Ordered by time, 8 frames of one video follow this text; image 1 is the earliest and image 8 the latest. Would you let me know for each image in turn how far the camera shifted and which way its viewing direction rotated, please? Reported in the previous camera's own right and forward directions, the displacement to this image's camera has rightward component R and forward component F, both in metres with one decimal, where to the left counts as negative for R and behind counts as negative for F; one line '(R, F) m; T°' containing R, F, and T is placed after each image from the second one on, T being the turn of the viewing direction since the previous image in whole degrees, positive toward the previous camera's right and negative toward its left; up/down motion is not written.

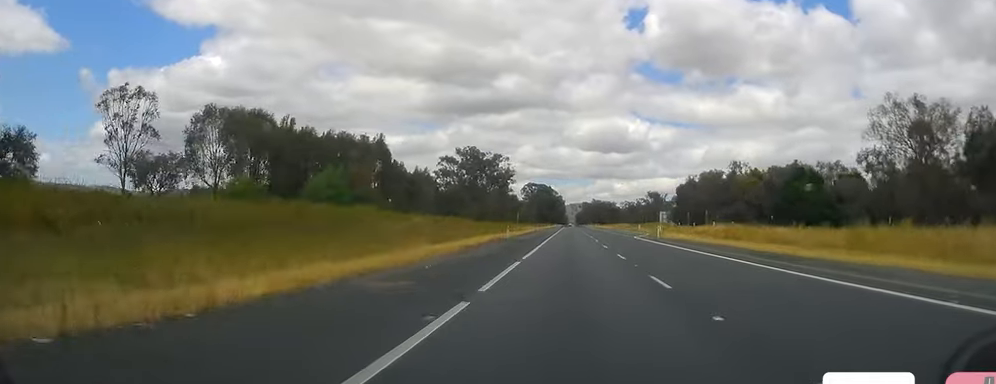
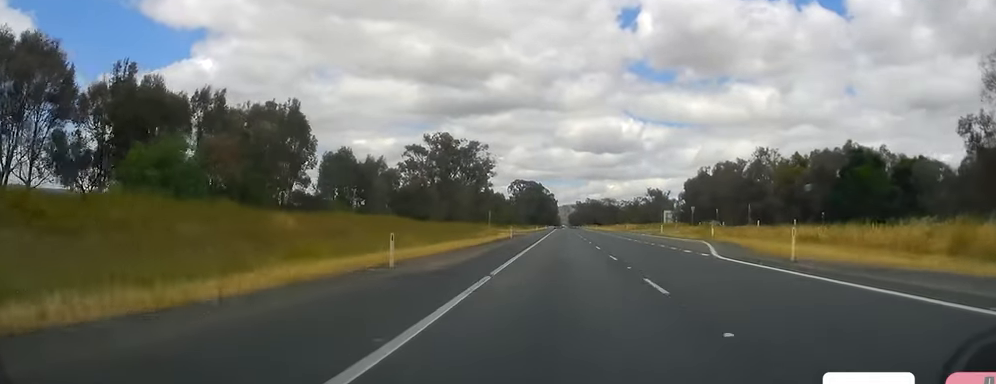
(+0.5, +37.4) m; +1°
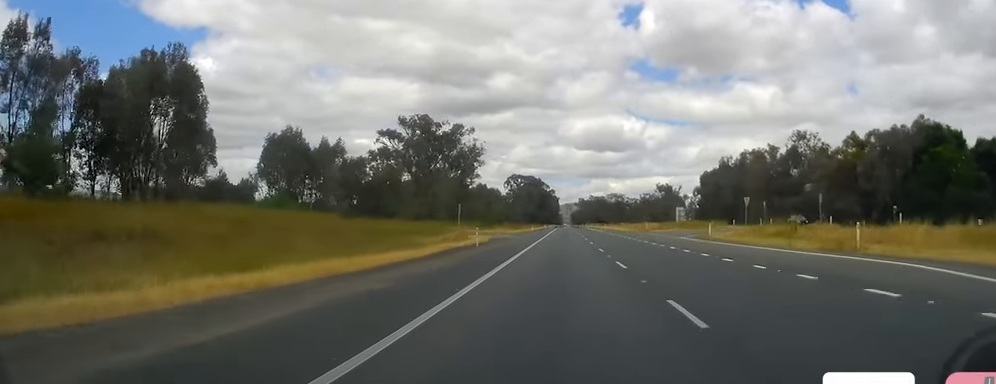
(+0.2, +28.3) m; -1°
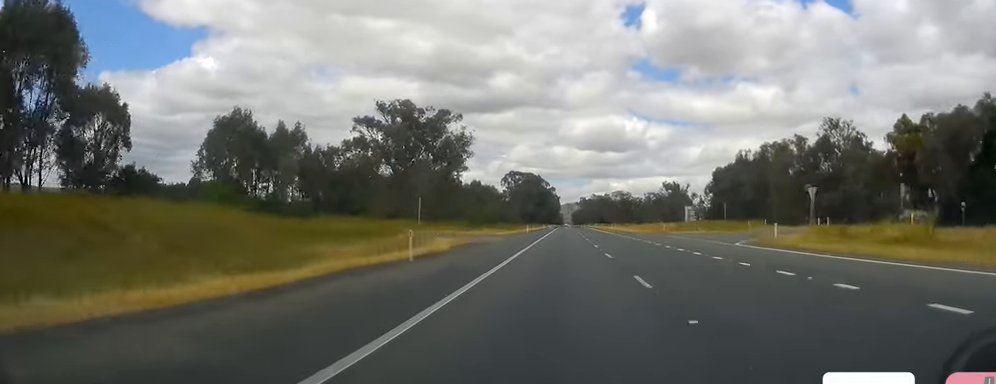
(-0.5, +18.5) m; 0°
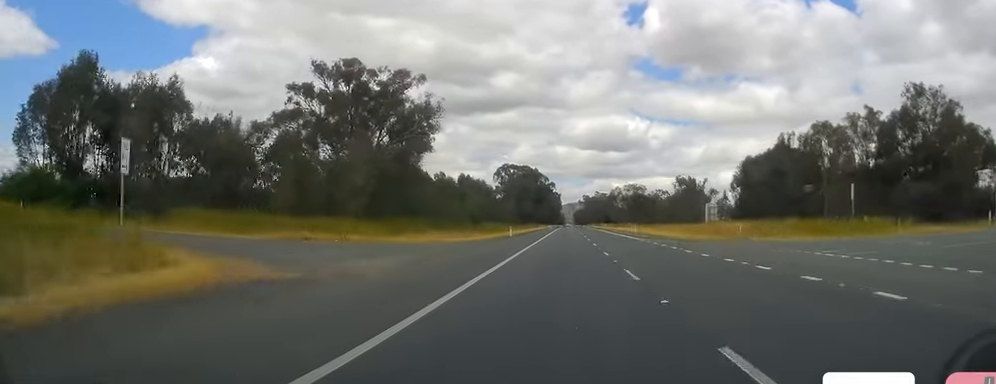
(+0.4, +34.1) m; +1°
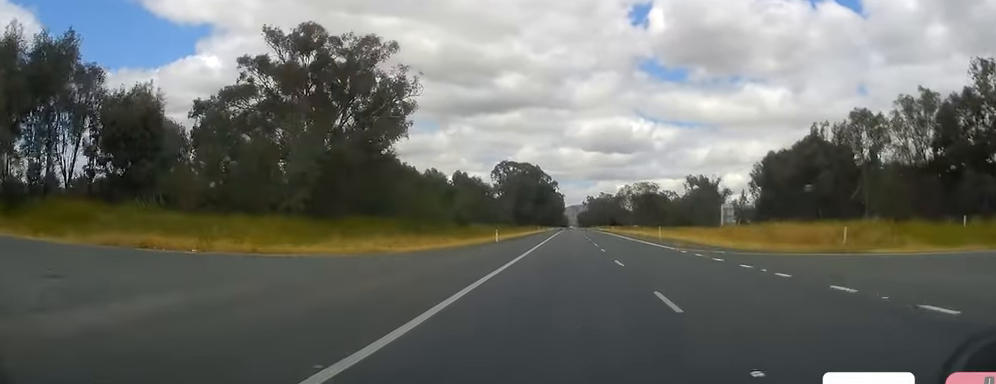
(+0.1, +17.6) m; 0°
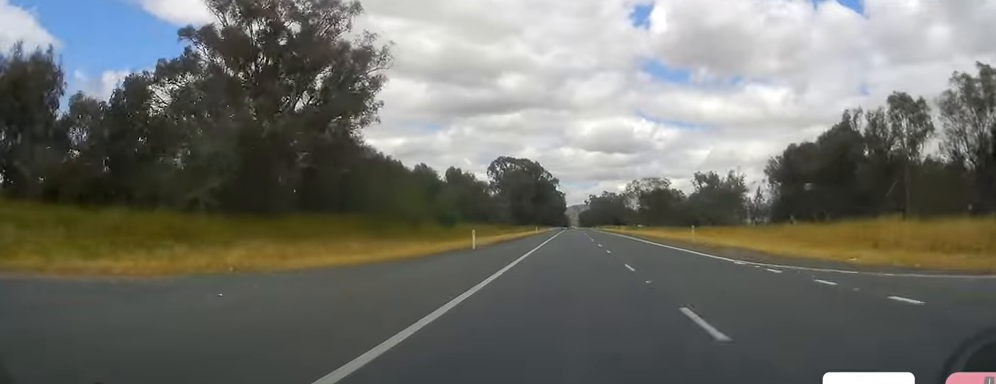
(0.0, +14.7) m; 0°
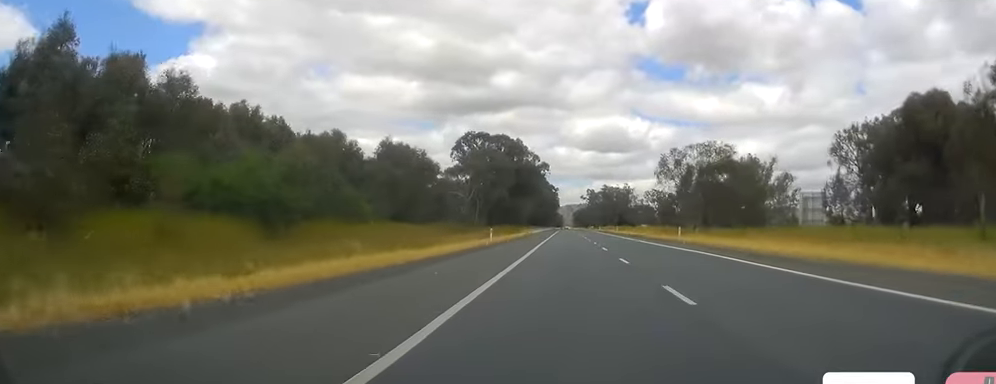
(-1.9, +56.6) m; -2°
